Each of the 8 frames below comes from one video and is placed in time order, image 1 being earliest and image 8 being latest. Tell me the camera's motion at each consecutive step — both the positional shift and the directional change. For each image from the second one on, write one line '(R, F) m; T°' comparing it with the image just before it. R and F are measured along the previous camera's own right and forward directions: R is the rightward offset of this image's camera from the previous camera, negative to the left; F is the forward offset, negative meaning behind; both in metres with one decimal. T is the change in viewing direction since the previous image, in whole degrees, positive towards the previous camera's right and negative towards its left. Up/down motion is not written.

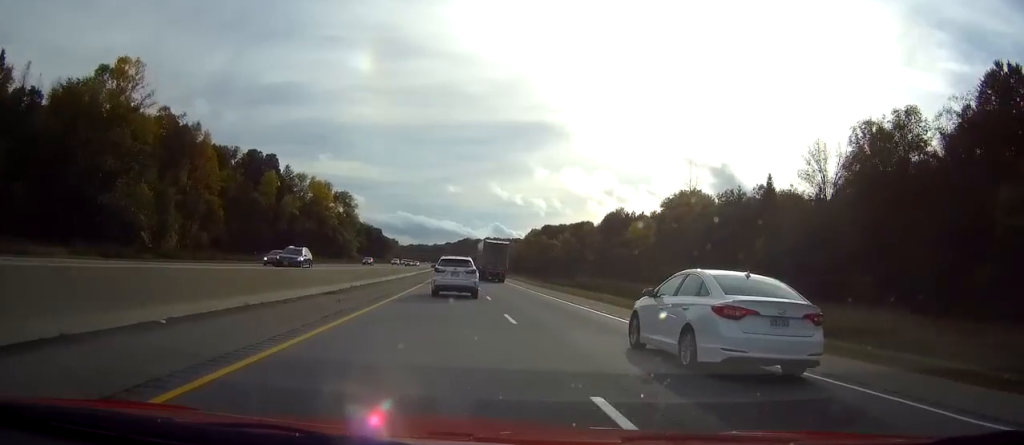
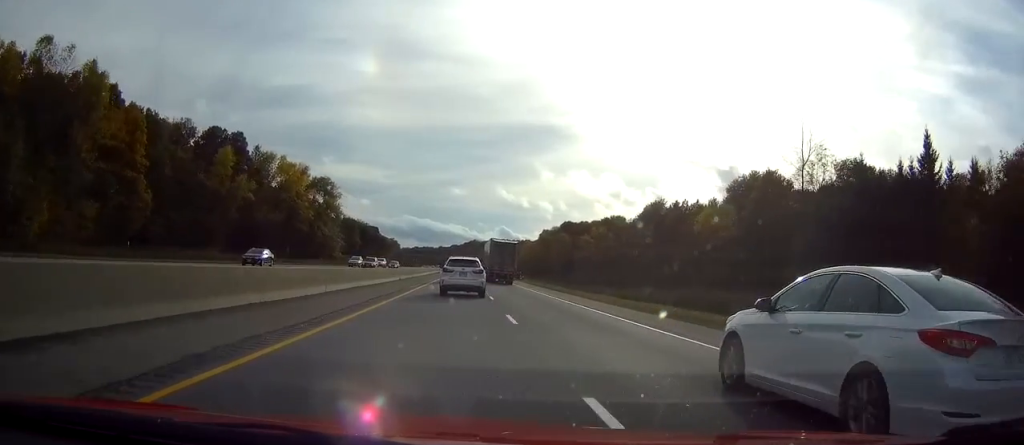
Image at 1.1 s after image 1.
(-0.1, +36.2) m; 0°
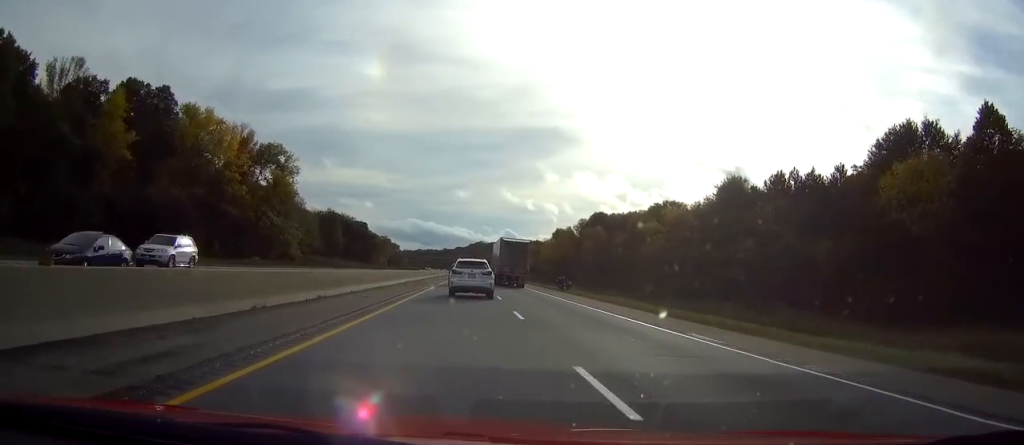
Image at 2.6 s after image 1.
(-0.2, +45.8) m; -1°
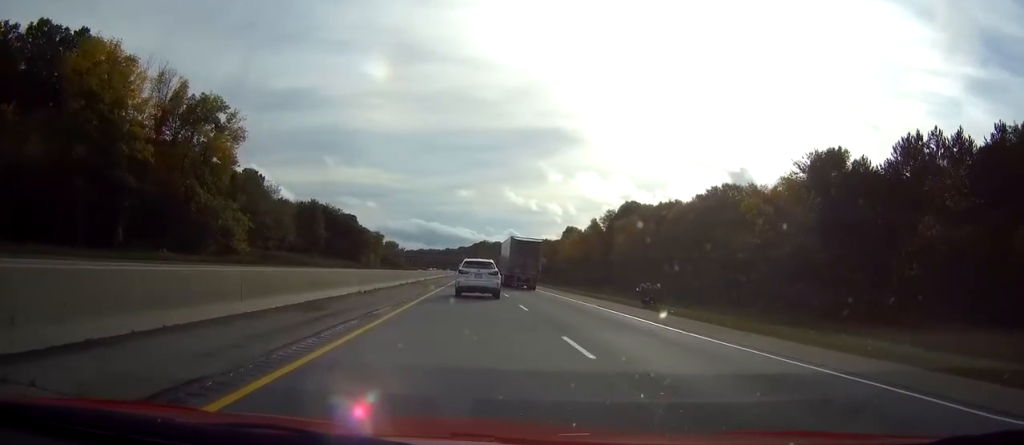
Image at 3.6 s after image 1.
(-0.1, +31.9) m; 0°
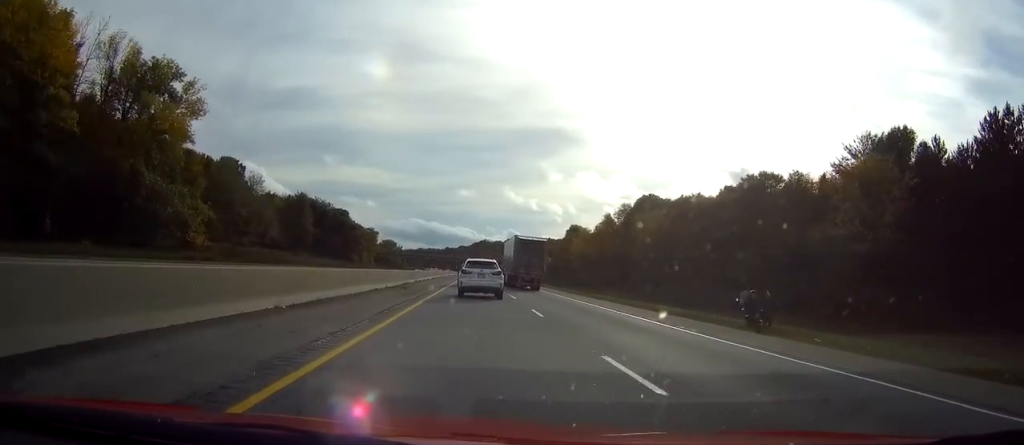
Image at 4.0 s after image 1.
(0.0, +14.9) m; 0°
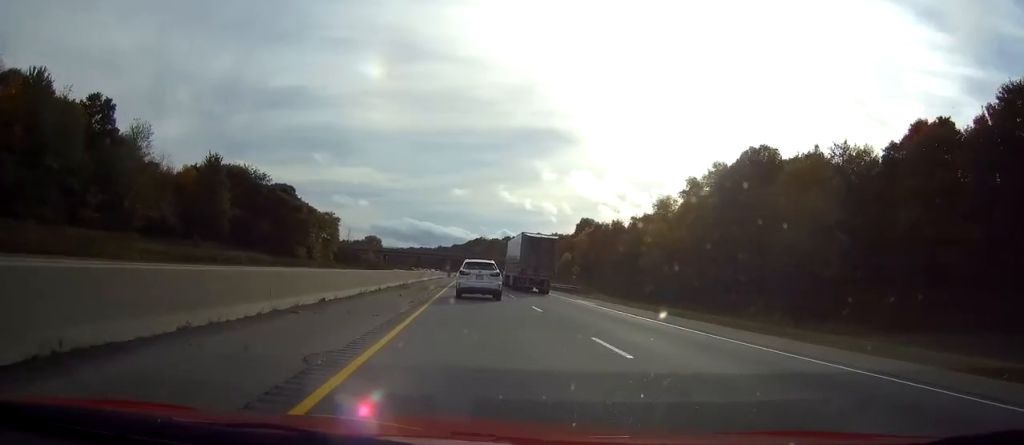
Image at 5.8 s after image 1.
(+0.2, +57.6) m; 0°
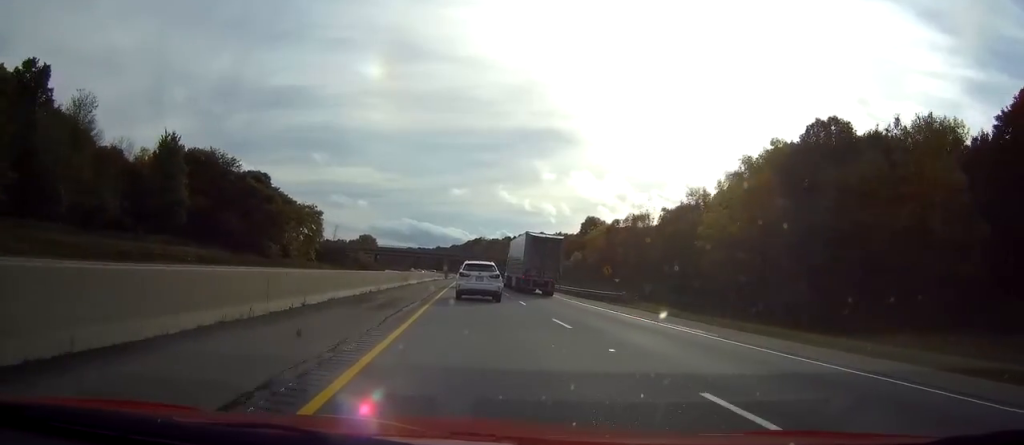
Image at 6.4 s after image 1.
(0.0, +18.2) m; 0°
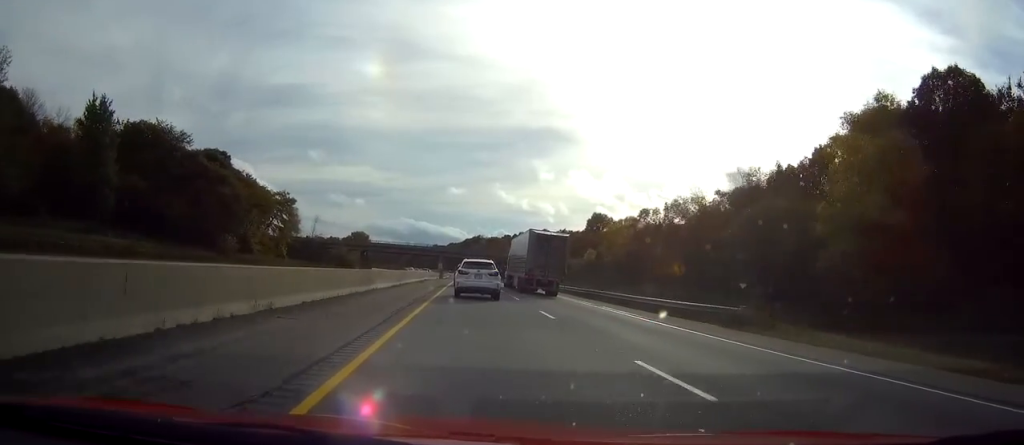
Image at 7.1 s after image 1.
(0.0, +21.6) m; 0°
